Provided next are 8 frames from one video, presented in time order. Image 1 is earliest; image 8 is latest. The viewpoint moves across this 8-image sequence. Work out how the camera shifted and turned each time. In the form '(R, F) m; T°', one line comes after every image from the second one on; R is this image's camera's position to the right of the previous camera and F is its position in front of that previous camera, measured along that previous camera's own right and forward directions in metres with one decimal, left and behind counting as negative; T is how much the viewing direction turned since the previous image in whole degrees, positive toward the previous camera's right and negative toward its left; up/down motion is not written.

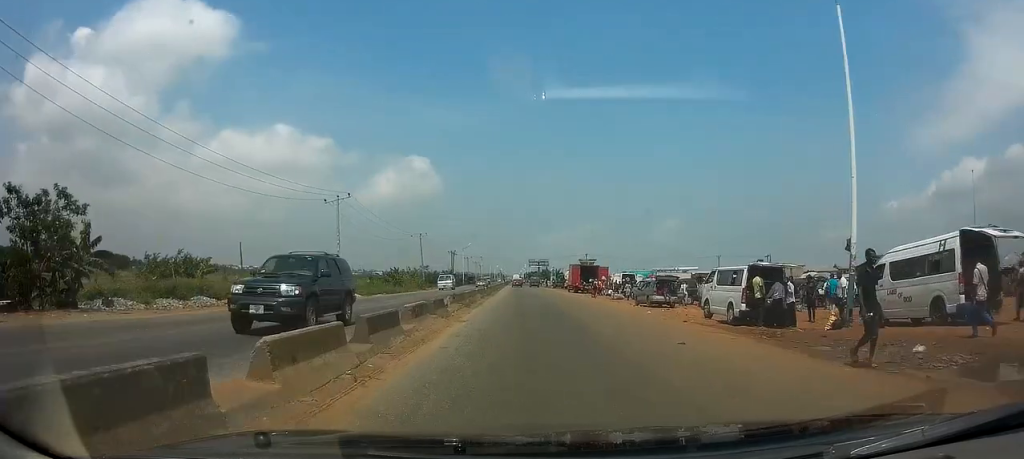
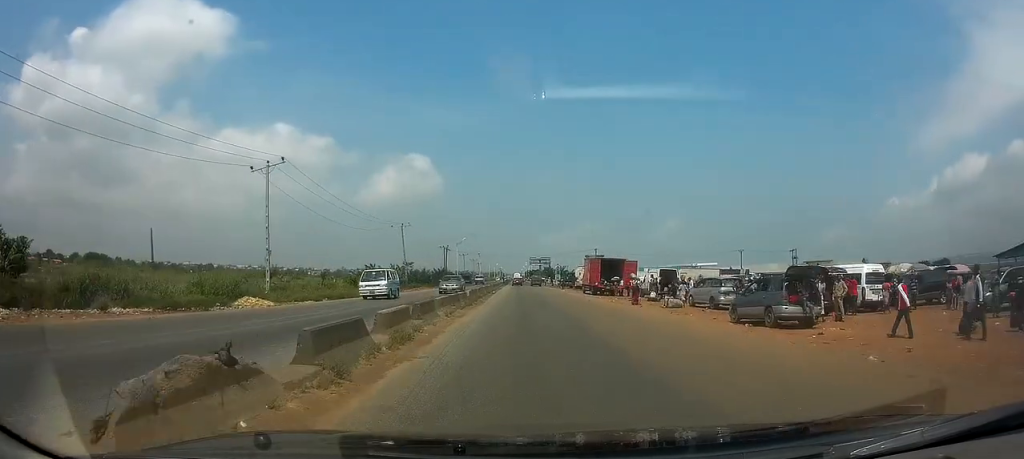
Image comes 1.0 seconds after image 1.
(-0.1, +16.9) m; 0°
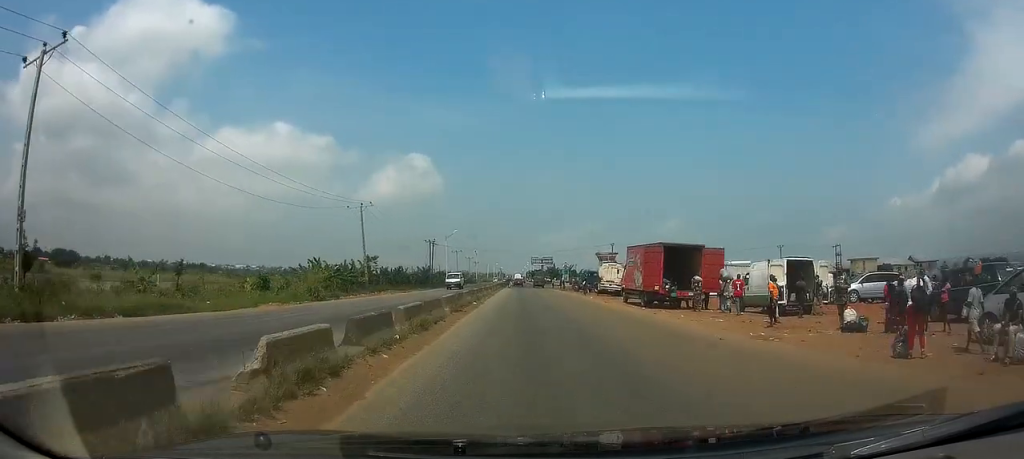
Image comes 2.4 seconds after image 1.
(0.0, +23.3) m; 0°
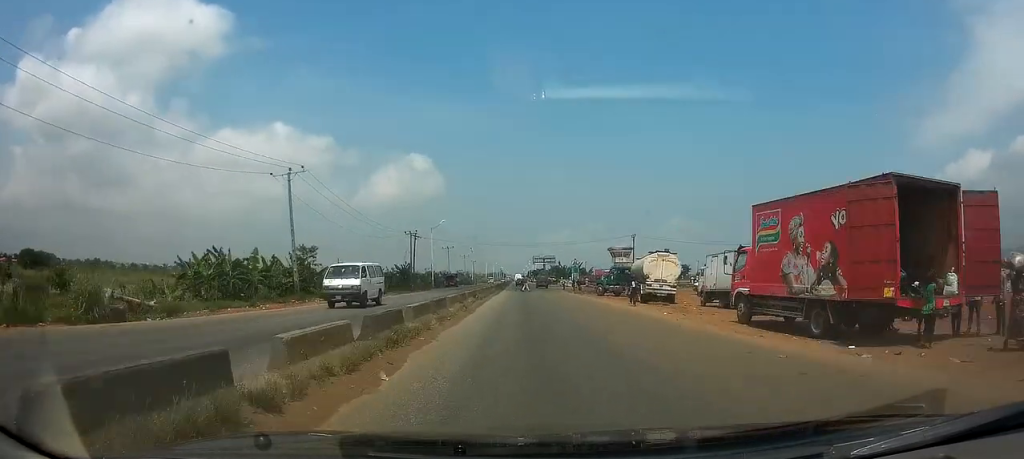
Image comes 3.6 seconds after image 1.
(0.0, +20.9) m; 0°
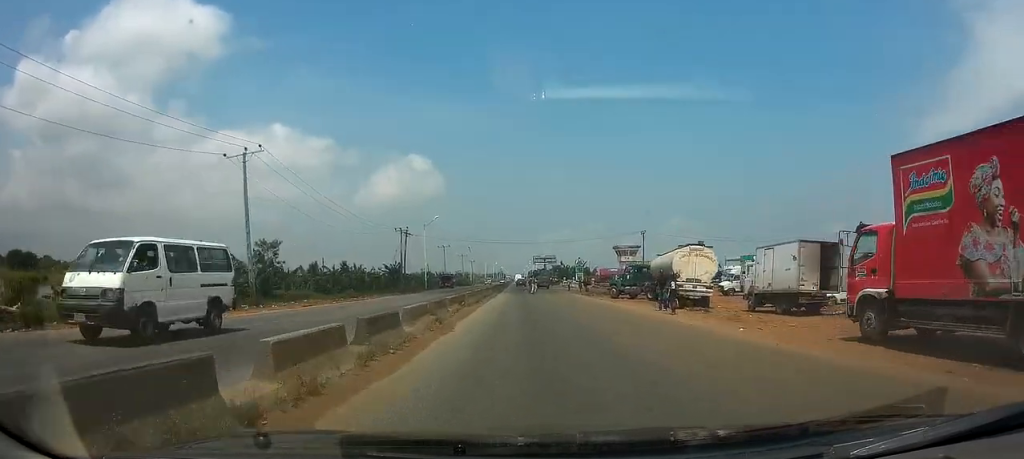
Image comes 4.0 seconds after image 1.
(0.0, +7.7) m; 0°
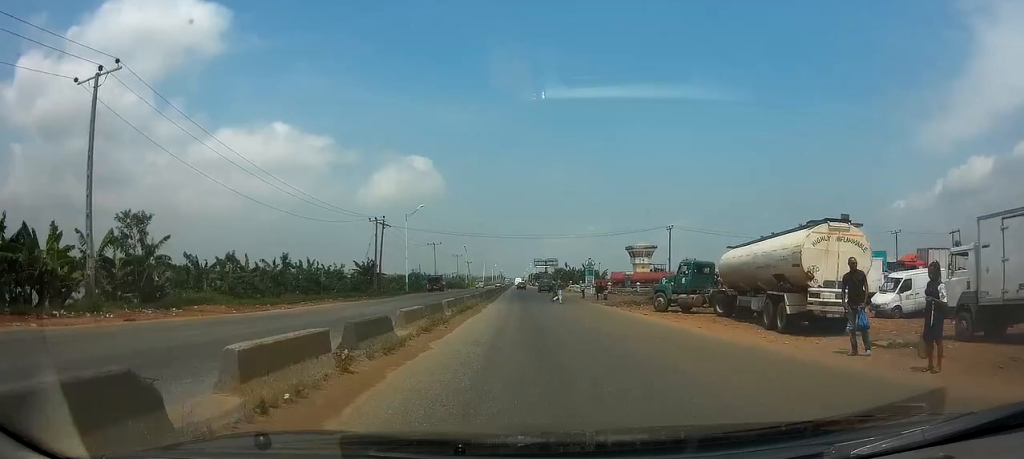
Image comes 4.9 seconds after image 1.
(0.0, +15.6) m; 0°
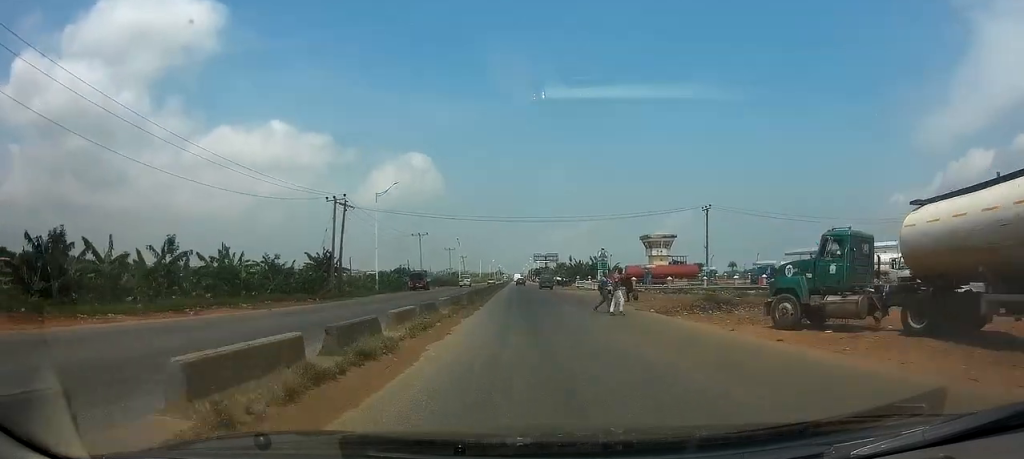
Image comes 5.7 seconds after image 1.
(0.0, +14.9) m; 0°
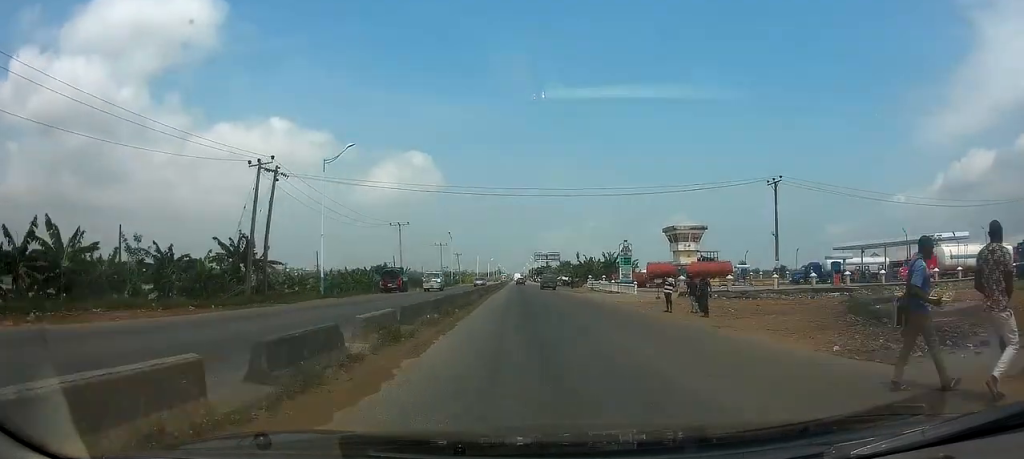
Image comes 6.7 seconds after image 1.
(0.0, +17.2) m; 0°
